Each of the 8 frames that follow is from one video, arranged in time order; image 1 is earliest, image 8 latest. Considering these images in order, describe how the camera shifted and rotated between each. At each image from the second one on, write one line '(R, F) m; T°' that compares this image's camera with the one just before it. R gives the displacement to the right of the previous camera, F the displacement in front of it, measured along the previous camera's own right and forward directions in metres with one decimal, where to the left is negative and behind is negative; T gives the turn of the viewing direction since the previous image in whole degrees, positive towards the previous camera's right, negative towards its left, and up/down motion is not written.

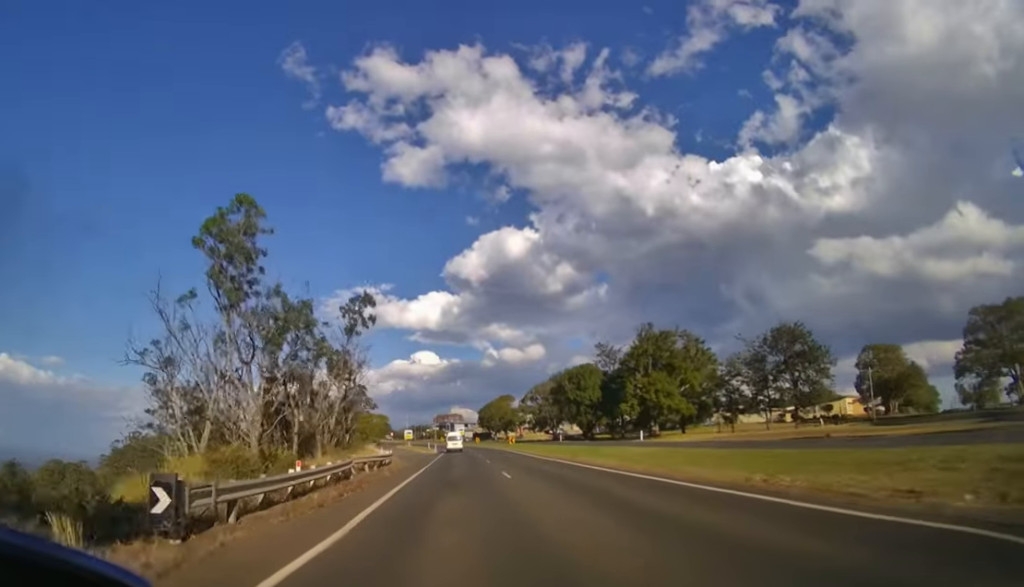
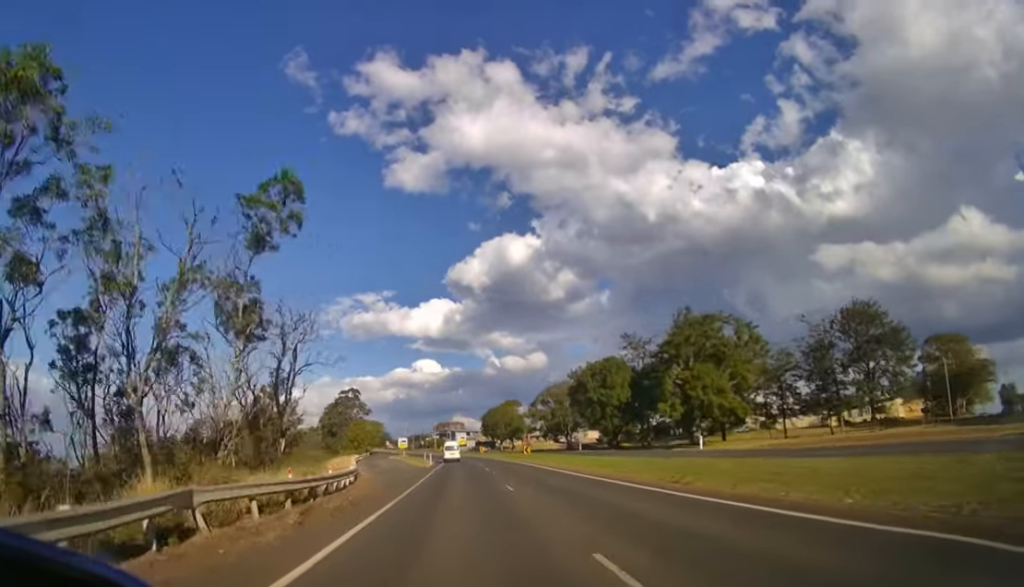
(0.0, +14.0) m; 0°
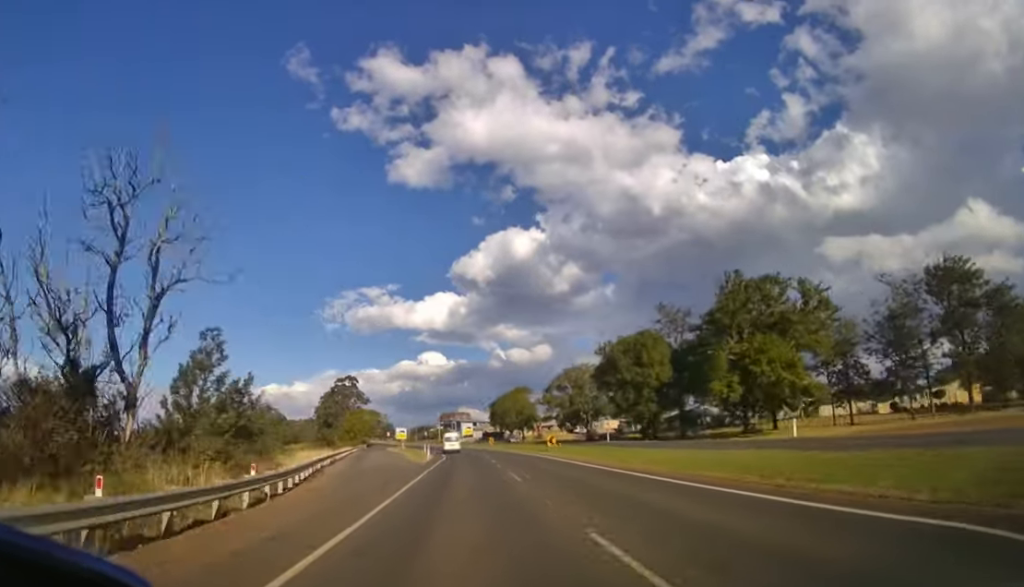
(0.0, +11.8) m; 0°
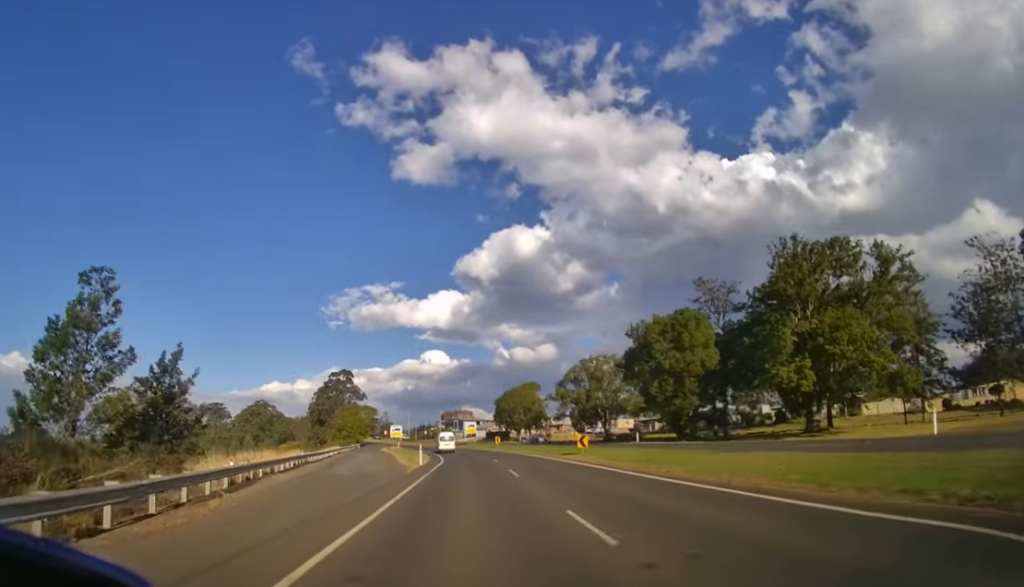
(-0.1, +11.1) m; 0°
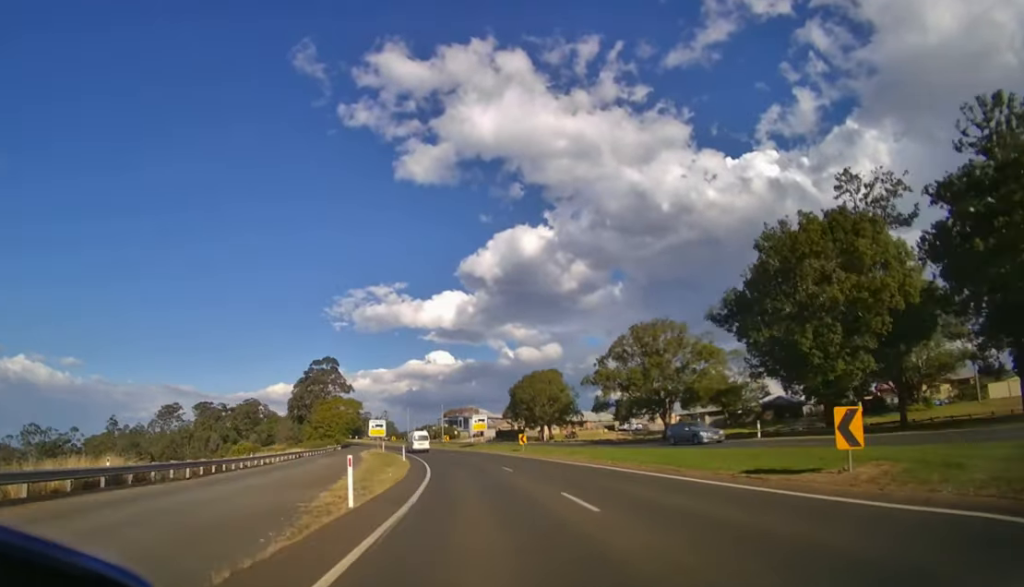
(-0.1, +20.5) m; -1°
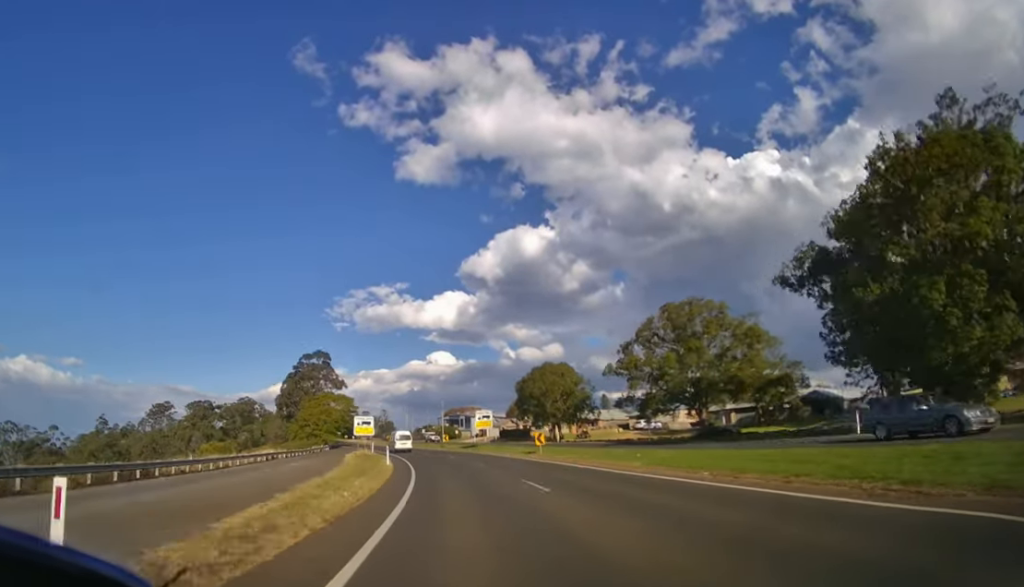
(0.0, +8.4) m; 0°
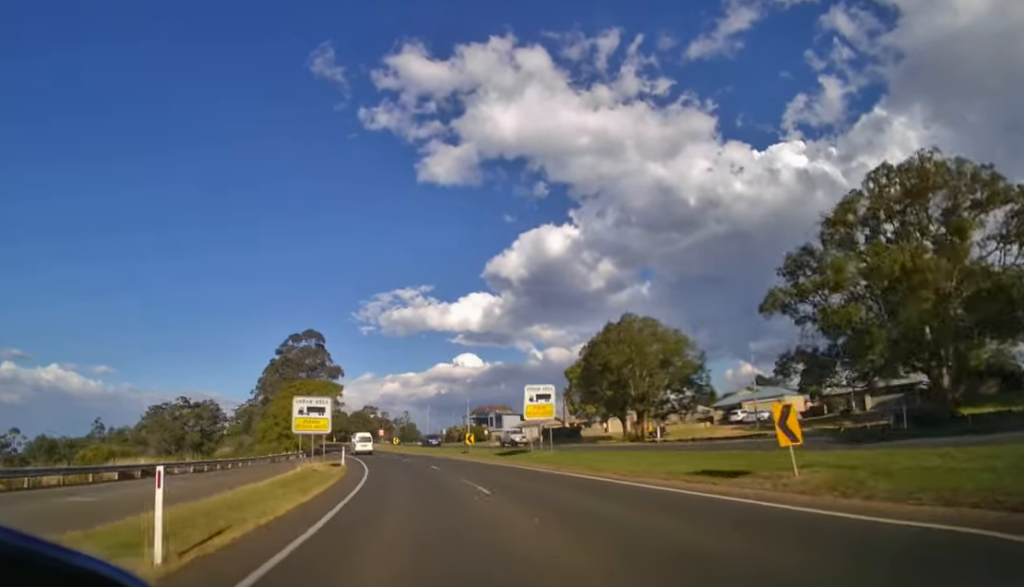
(-0.3, +22.1) m; -3°
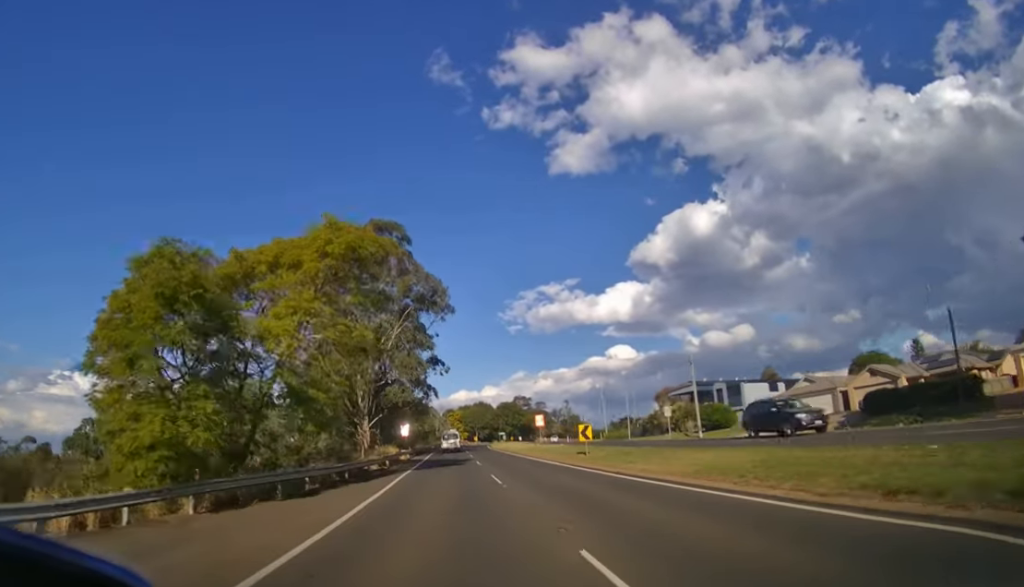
(-5.1, +44.2) m; -15°
